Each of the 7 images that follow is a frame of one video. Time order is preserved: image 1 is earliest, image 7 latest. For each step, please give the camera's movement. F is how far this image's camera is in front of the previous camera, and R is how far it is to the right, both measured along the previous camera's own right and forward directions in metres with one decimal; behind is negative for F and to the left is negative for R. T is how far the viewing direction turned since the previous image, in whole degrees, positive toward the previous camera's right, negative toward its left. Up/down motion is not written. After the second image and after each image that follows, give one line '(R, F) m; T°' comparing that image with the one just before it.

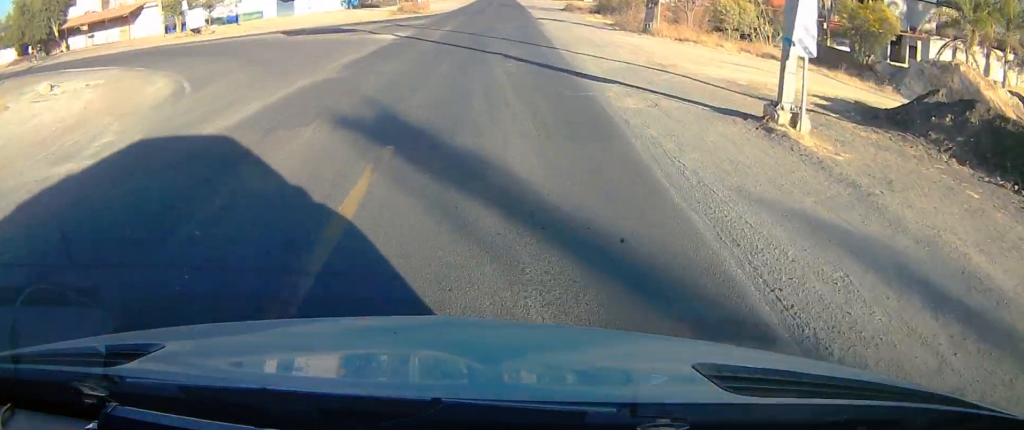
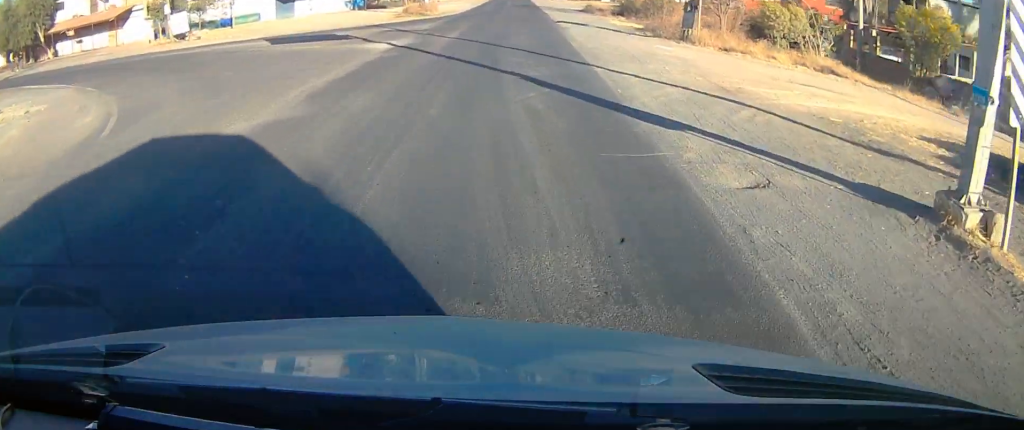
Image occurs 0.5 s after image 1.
(0.0, +4.4) m; -2°
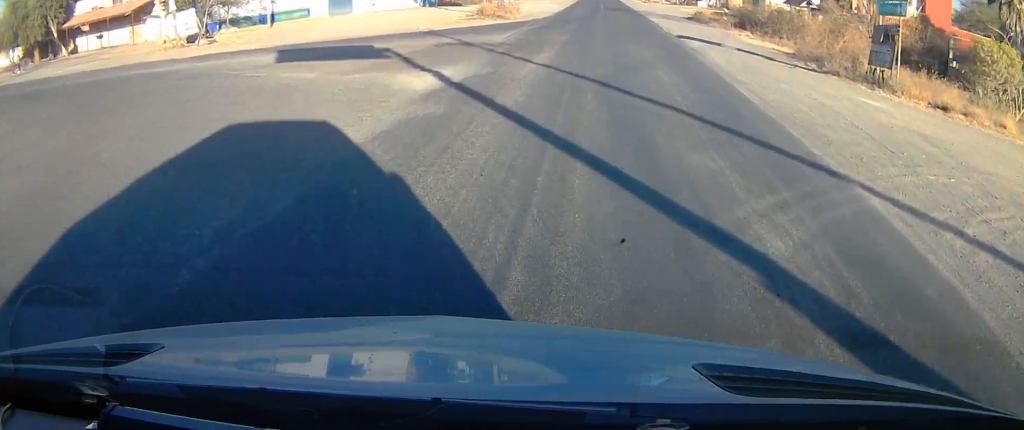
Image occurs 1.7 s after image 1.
(-0.5, +10.0) m; -5°
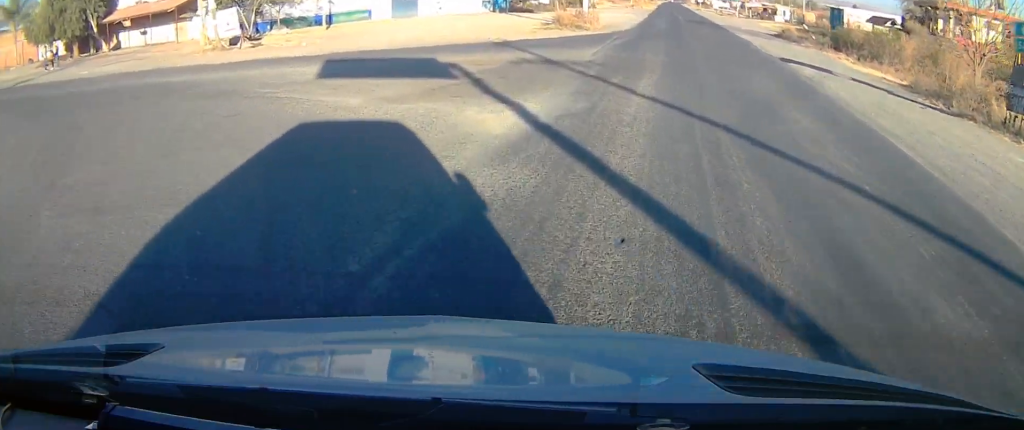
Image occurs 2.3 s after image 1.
(-0.1, +3.8) m; -6°
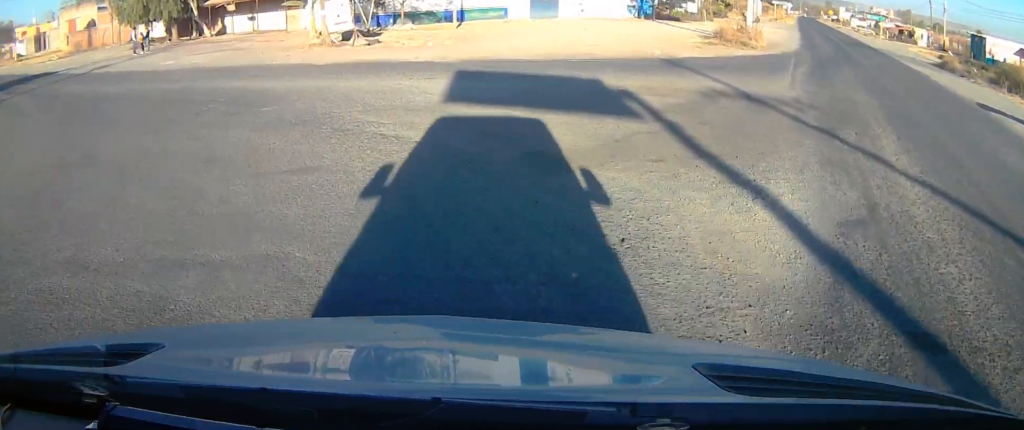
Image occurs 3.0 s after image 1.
(+0.3, +4.9) m; -12°
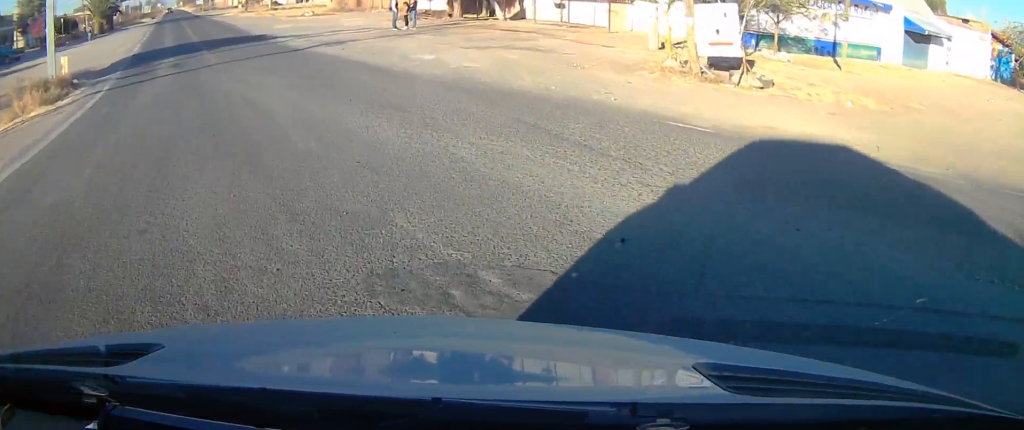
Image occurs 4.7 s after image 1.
(-3.3, +8.9) m; -24°
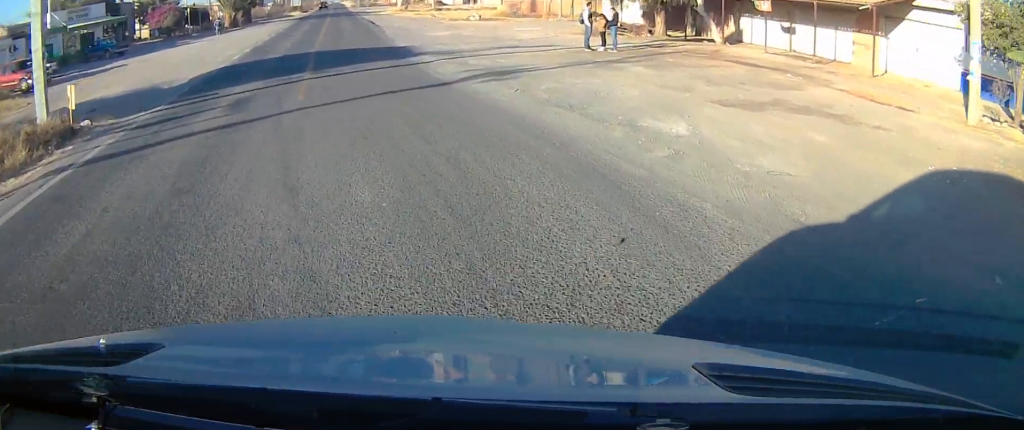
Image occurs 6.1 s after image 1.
(-0.7, +7.3) m; -15°
